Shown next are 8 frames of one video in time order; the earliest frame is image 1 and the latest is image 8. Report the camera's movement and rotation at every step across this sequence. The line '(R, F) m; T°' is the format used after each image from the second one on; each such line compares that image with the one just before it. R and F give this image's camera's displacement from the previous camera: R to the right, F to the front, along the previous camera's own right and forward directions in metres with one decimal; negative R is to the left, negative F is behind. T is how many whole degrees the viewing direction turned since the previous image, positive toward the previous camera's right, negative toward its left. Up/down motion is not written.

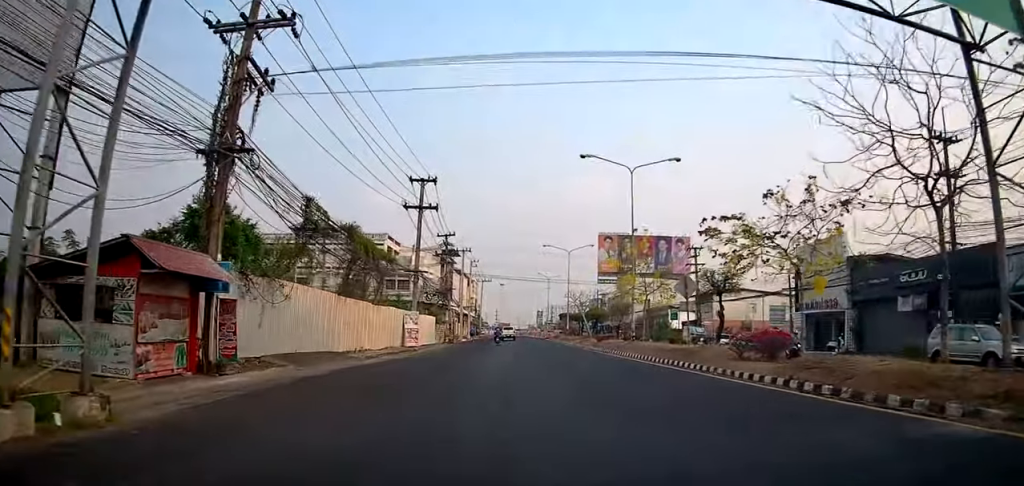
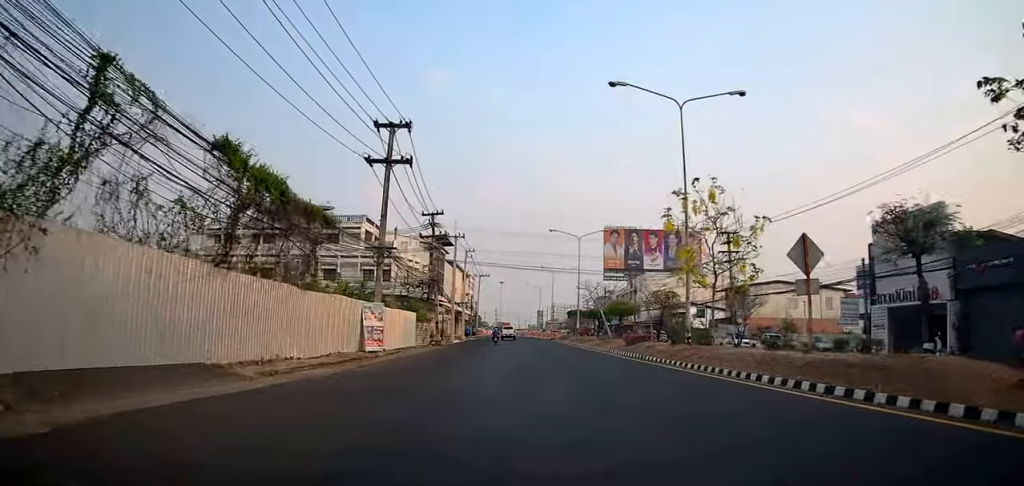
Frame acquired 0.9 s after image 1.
(-0.3, +11.5) m; +1°
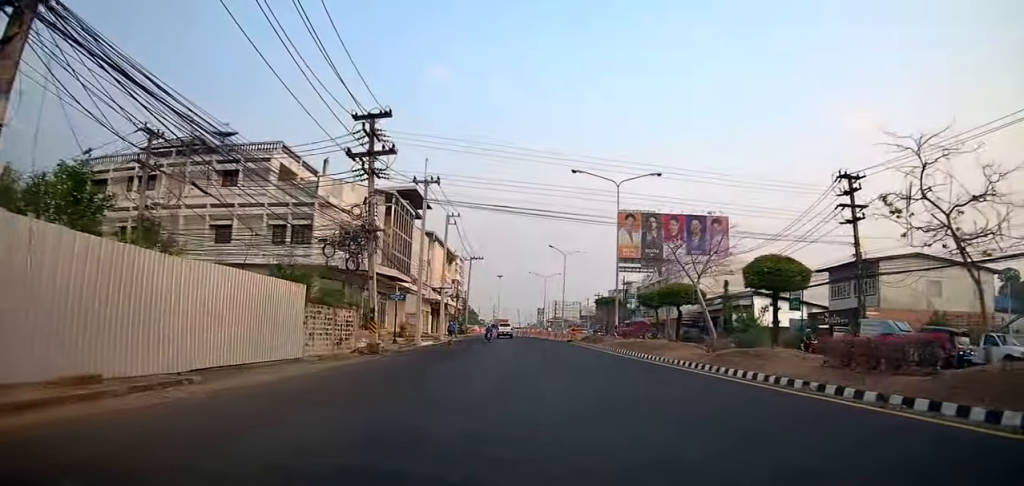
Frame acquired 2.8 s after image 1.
(+0.8, +24.2) m; -2°
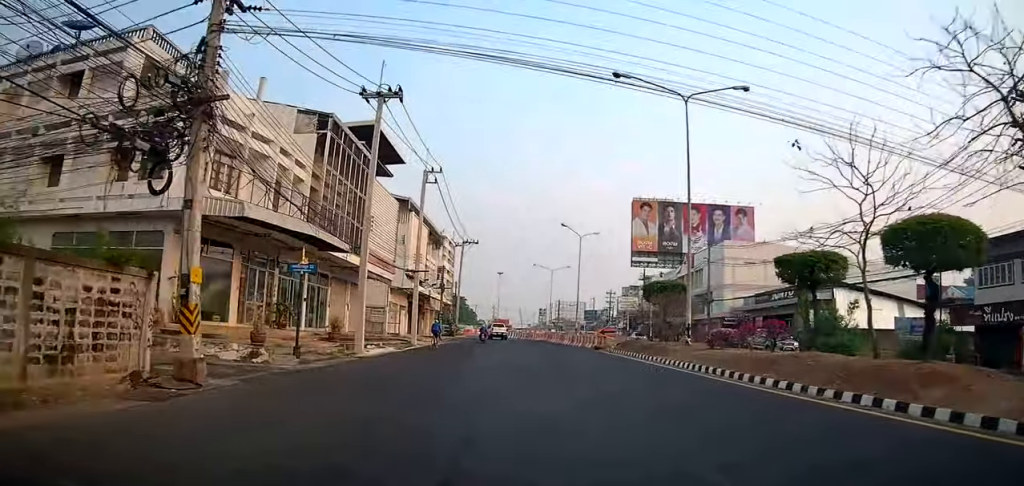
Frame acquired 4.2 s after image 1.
(-0.4, +16.7) m; +1°
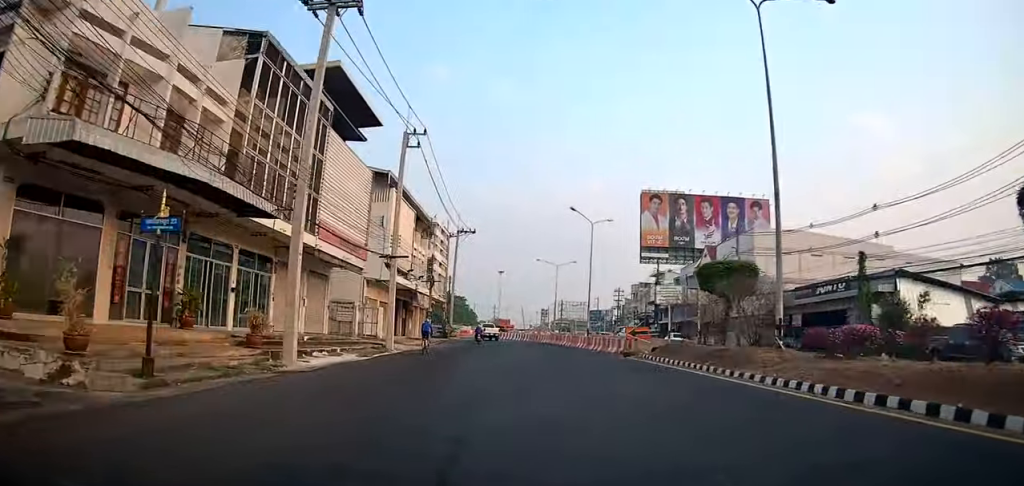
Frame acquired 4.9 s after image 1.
(+0.3, +8.5) m; +2°
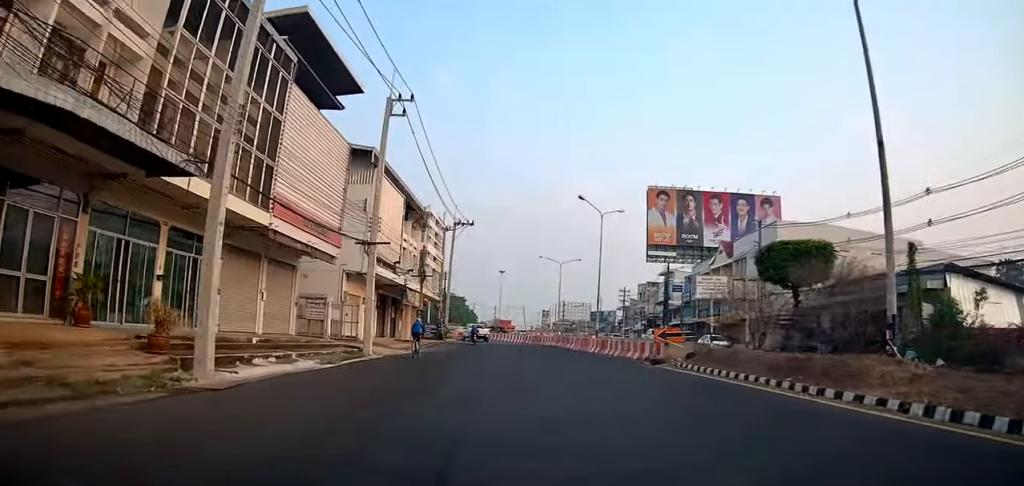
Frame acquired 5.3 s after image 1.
(0.0, +5.2) m; 0°
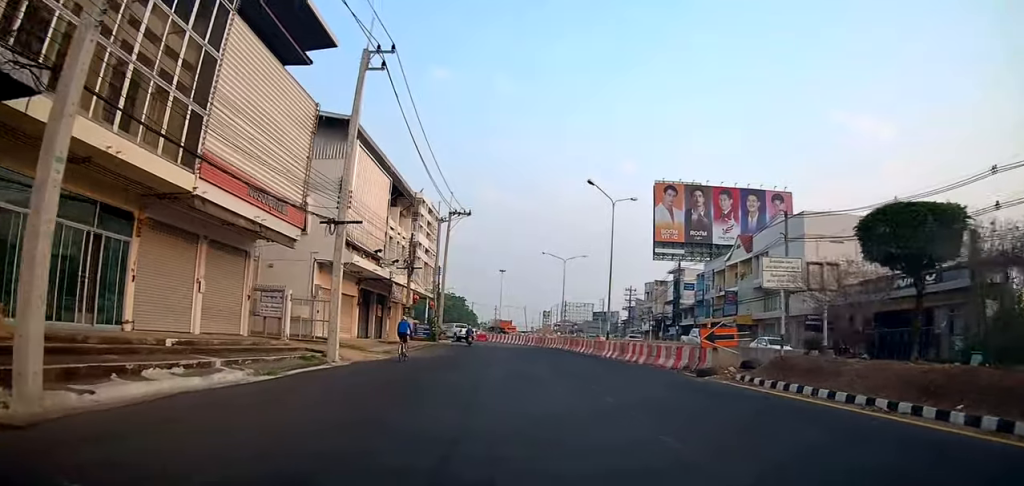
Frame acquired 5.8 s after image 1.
(0.0, +5.3) m; 0°
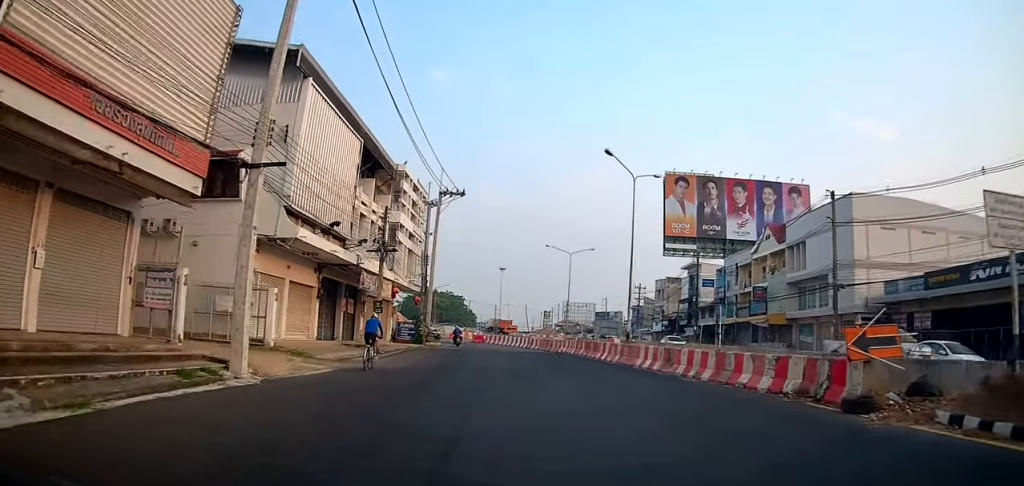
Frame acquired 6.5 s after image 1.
(-0.1, +7.8) m; -1°
